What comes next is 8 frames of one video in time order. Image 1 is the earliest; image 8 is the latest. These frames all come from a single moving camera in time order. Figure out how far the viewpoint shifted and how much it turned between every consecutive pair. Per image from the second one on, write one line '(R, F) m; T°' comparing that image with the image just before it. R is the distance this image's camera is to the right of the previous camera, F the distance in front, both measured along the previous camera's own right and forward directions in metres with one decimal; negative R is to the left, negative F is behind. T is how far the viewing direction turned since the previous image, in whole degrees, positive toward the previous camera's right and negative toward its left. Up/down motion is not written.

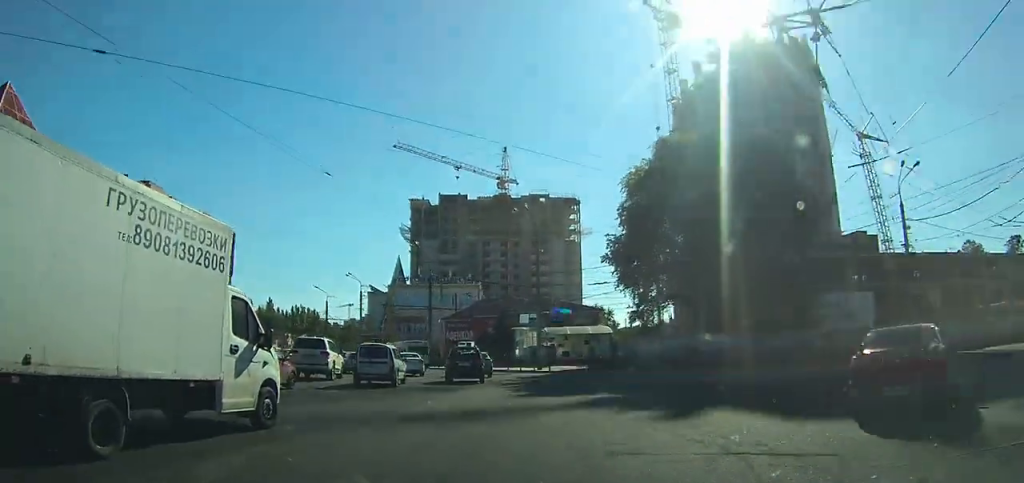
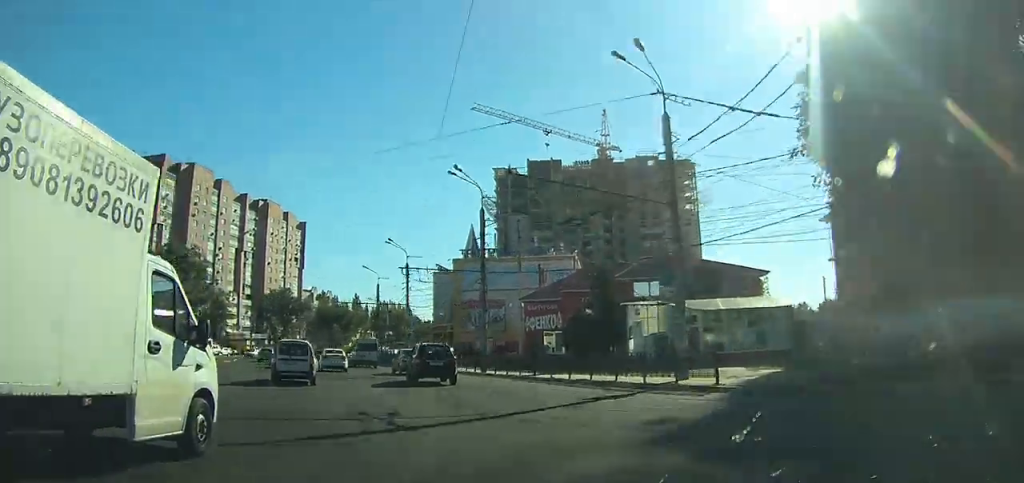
(-1.3, +25.3) m; -10°
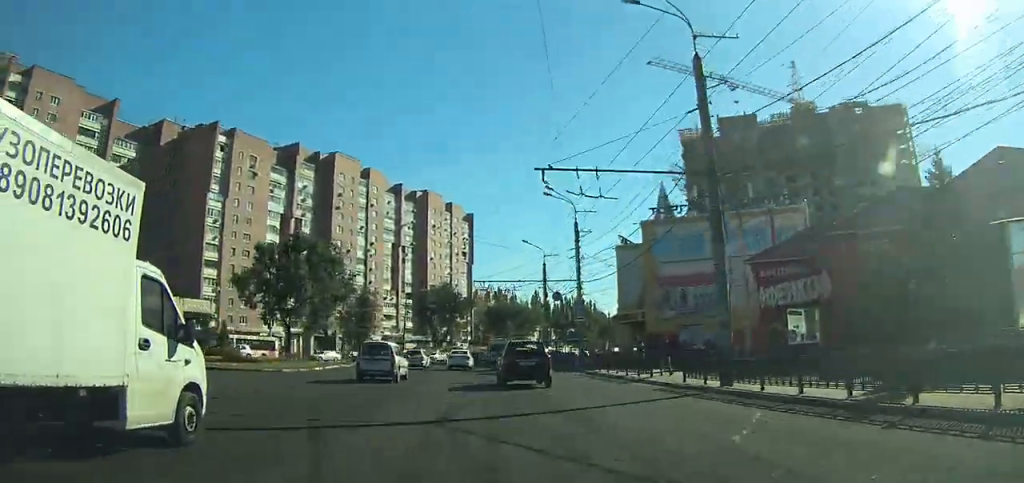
(-1.3, +19.7) m; -10°
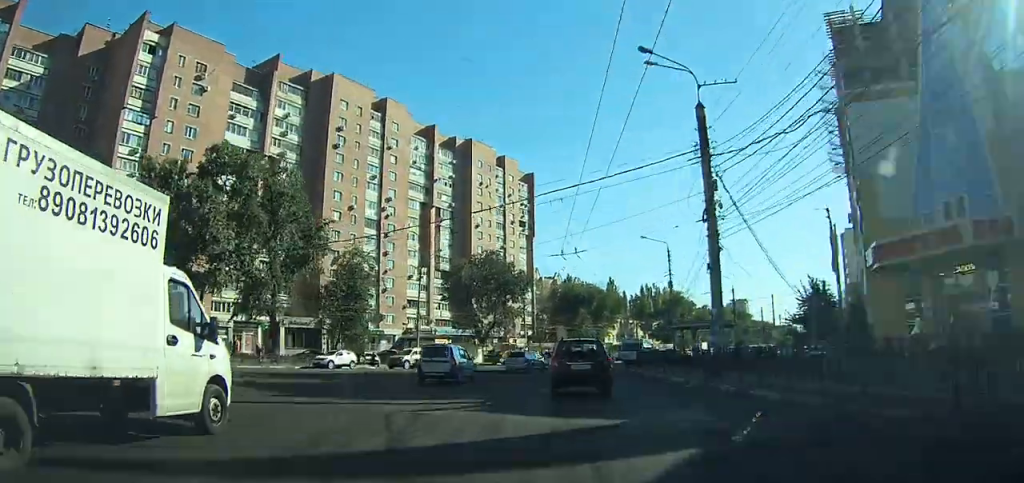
(-3.9, +39.4) m; -3°
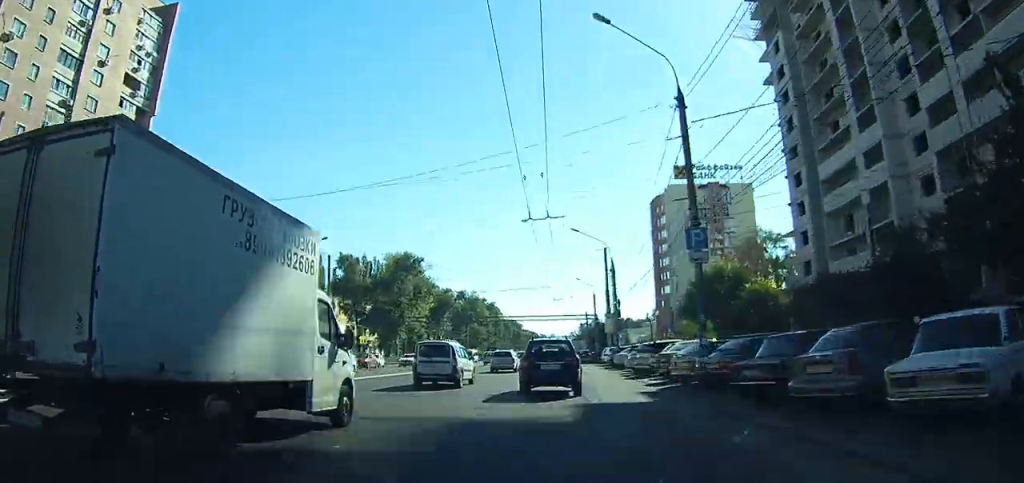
(+11.4, +66.9) m; +18°
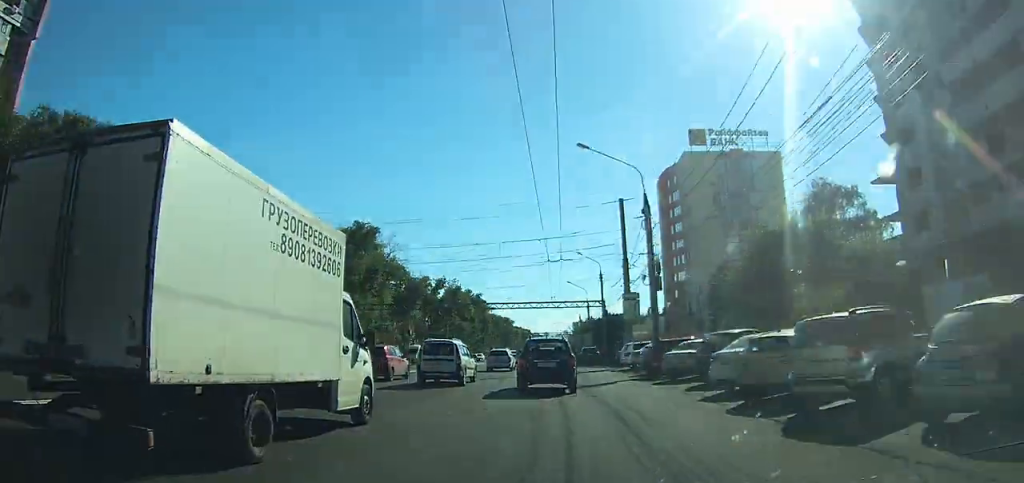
(+1.0, +20.5) m; +2°
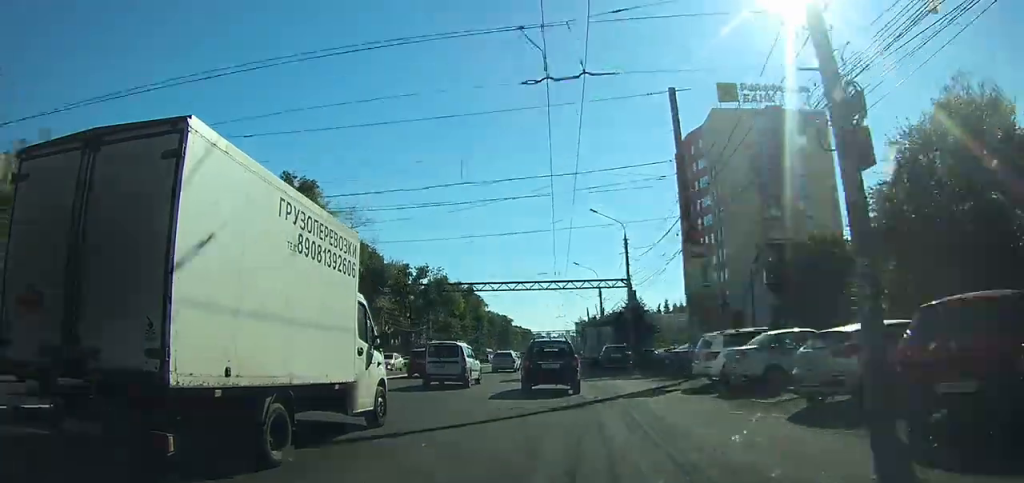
(-0.4, +19.6) m; 0°
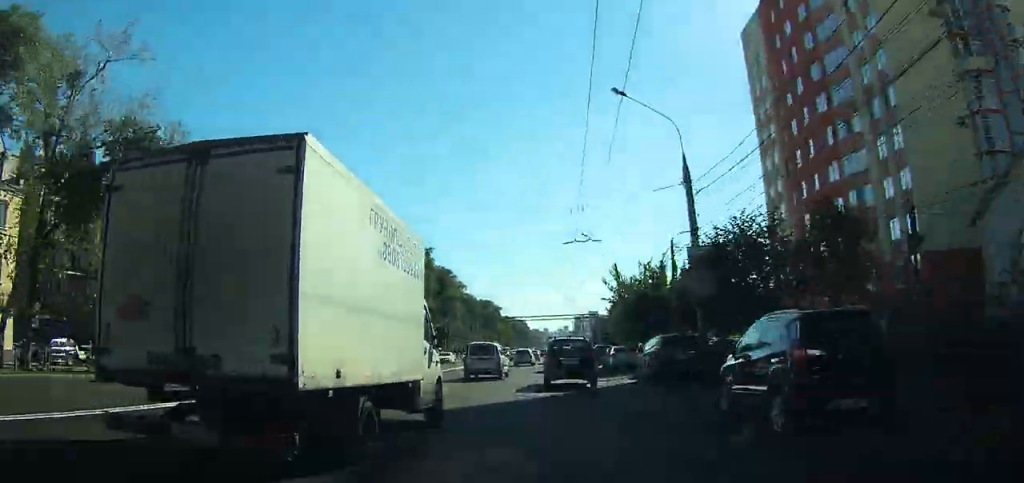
(+0.5, +46.7) m; +1°
